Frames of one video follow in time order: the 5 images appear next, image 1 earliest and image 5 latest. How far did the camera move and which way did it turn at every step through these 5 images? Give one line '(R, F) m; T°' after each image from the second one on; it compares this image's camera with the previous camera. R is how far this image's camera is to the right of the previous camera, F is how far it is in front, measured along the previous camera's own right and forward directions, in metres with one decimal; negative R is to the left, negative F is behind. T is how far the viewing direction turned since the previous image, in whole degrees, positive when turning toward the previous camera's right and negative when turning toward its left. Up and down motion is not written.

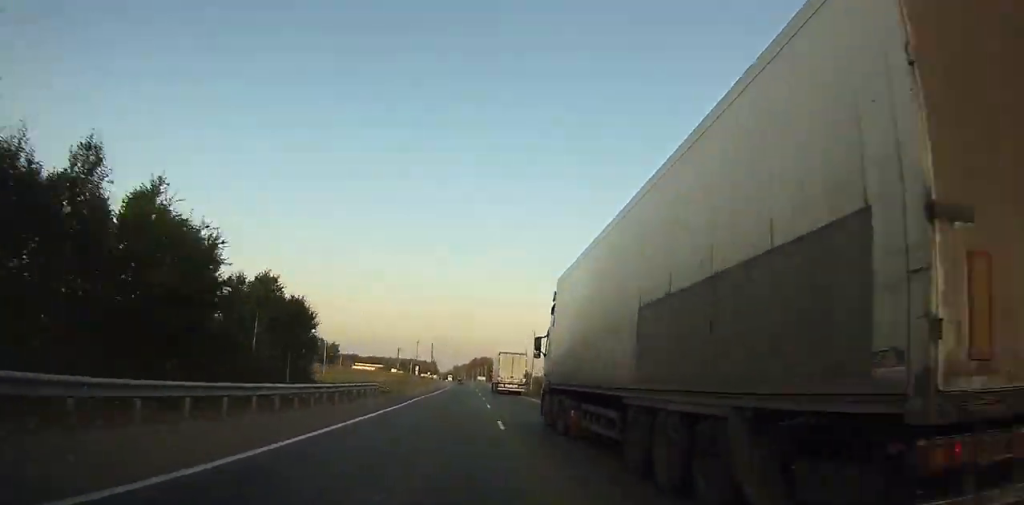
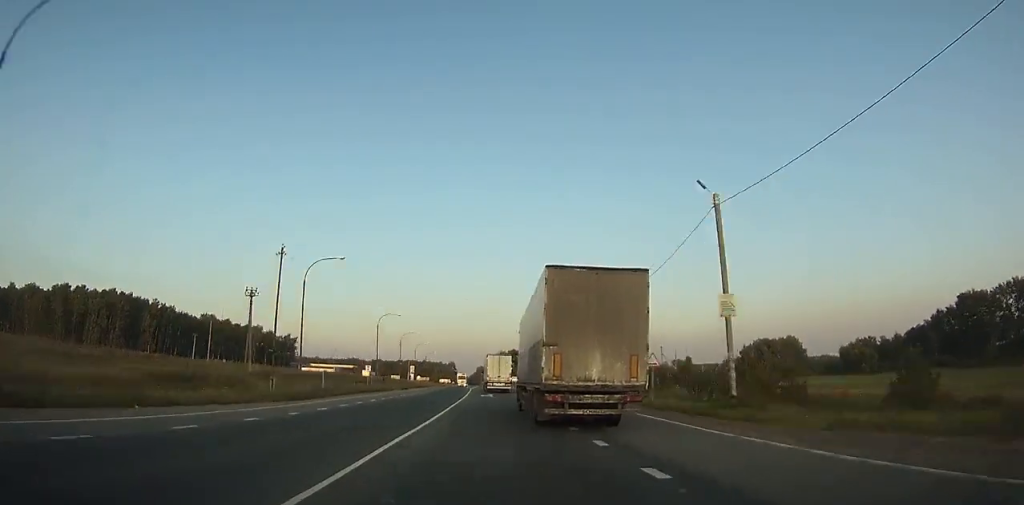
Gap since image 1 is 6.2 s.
(-1.5, +141.8) m; -2°
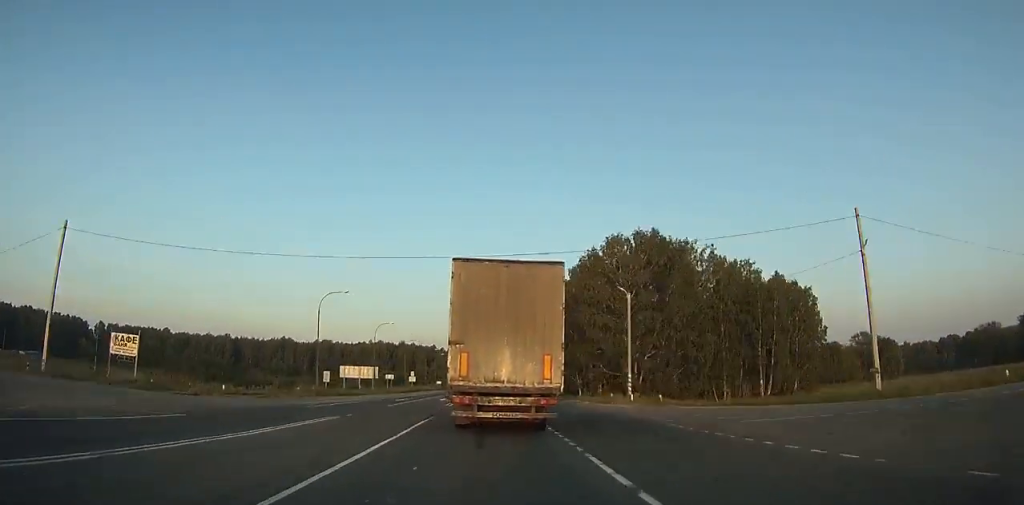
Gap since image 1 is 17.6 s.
(-2.9, +256.9) m; -1°
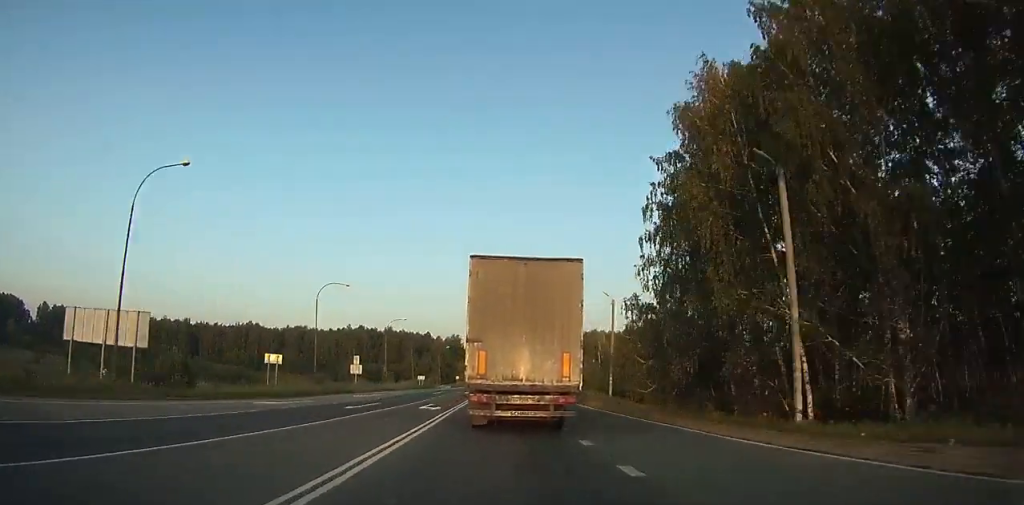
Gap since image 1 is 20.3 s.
(+0.1, +60.3) m; -2°
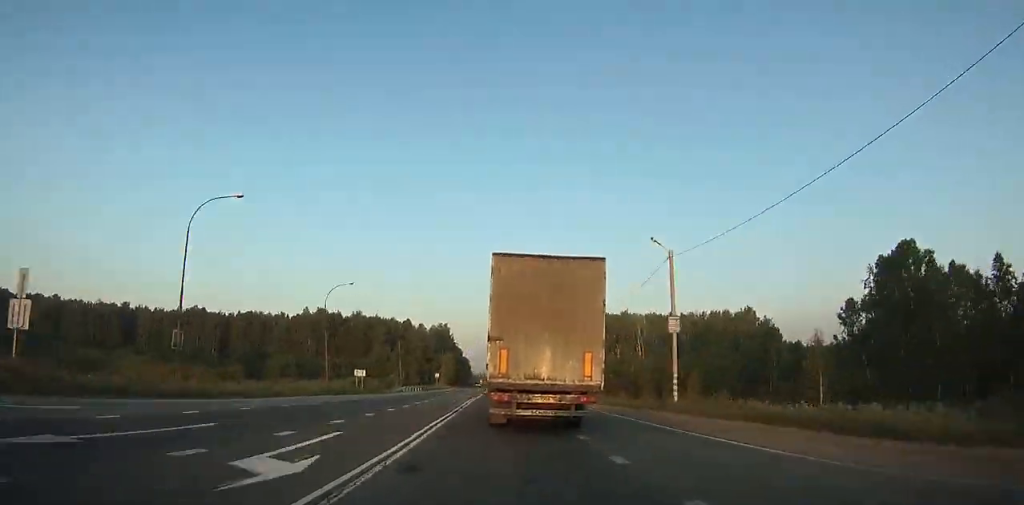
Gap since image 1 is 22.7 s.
(-3.5, +53.5) m; -1°
